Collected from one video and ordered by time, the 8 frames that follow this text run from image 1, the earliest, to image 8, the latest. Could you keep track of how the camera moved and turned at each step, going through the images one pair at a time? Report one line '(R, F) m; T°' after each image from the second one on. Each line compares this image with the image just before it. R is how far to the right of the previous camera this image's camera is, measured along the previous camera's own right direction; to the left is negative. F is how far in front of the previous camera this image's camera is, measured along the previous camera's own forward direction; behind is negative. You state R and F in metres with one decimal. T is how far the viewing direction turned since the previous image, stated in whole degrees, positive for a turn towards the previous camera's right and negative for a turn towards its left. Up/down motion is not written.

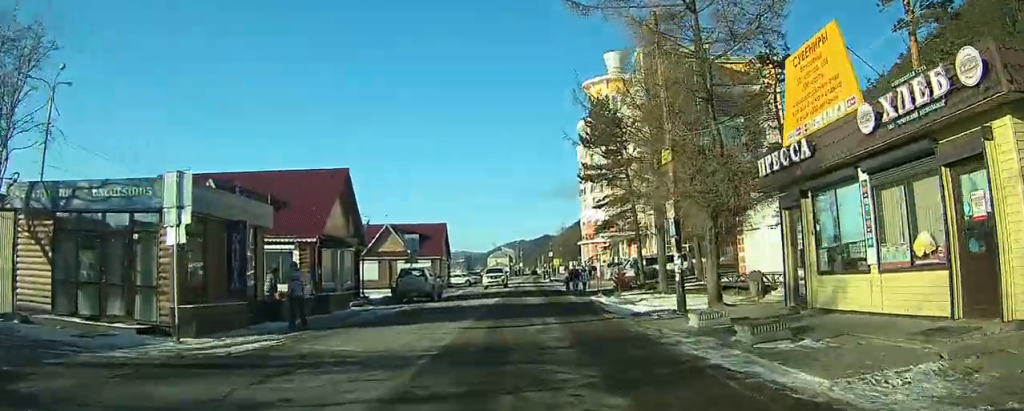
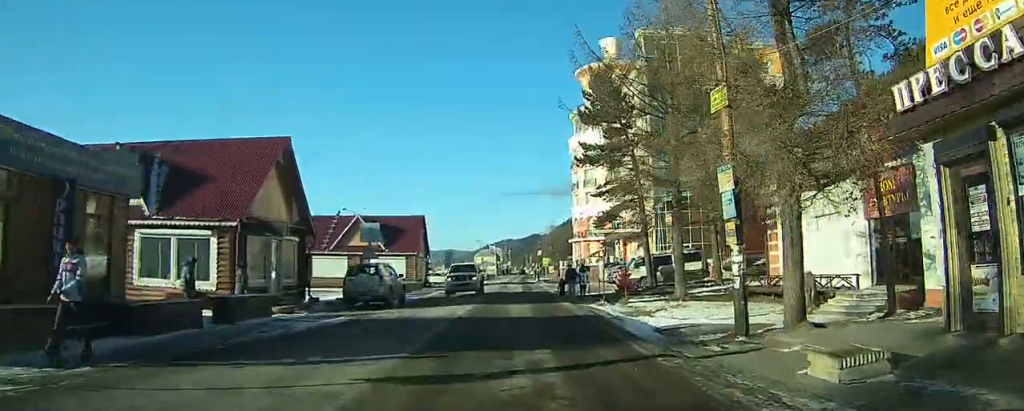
(+0.1, +5.1) m; +1°
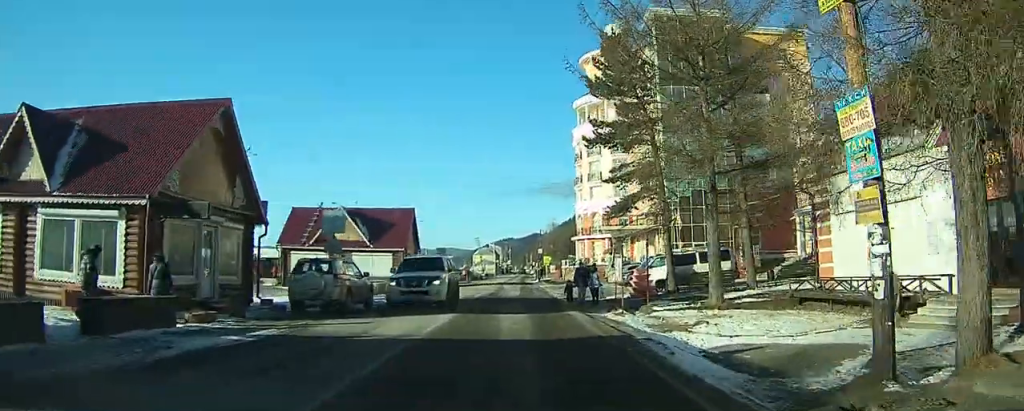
(0.0, +4.3) m; -2°
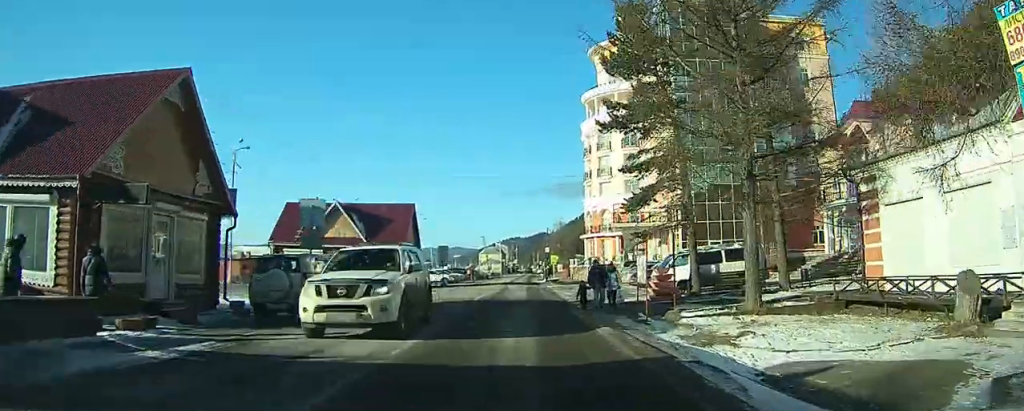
(-0.1, +2.6) m; -1°
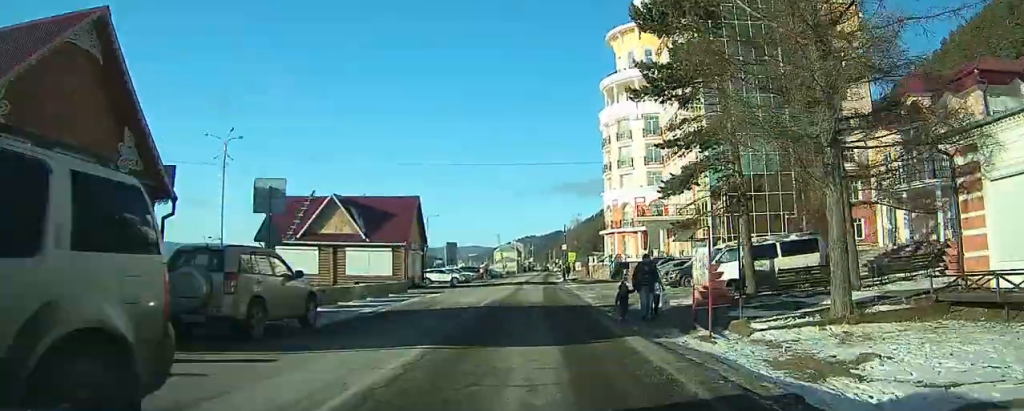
(-0.1, +4.0) m; -2°
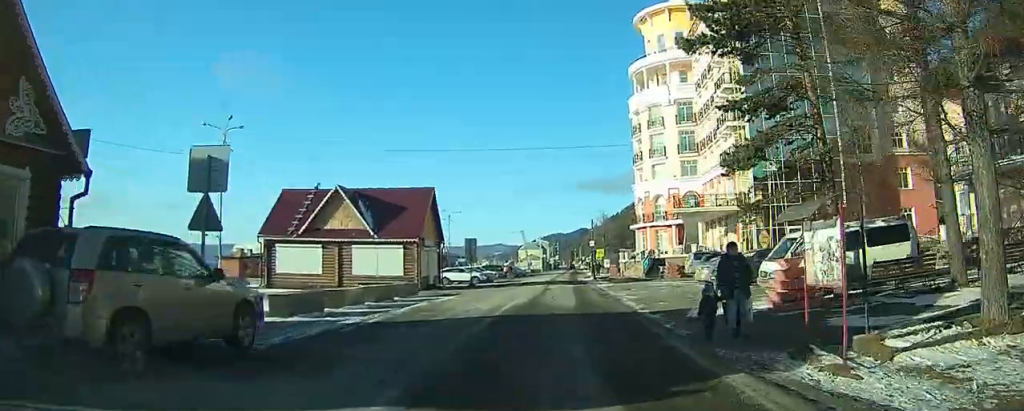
(0.0, +4.2) m; -1°
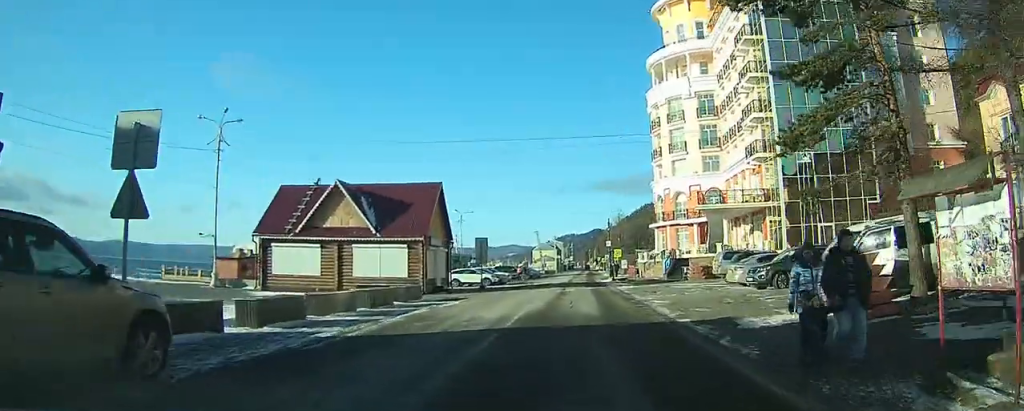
(0.0, +2.7) m; 0°
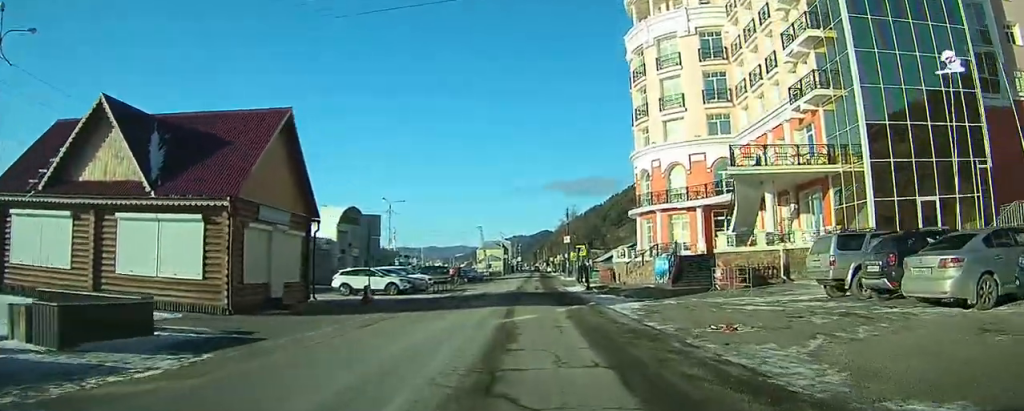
(+0.5, +16.3) m; +2°
